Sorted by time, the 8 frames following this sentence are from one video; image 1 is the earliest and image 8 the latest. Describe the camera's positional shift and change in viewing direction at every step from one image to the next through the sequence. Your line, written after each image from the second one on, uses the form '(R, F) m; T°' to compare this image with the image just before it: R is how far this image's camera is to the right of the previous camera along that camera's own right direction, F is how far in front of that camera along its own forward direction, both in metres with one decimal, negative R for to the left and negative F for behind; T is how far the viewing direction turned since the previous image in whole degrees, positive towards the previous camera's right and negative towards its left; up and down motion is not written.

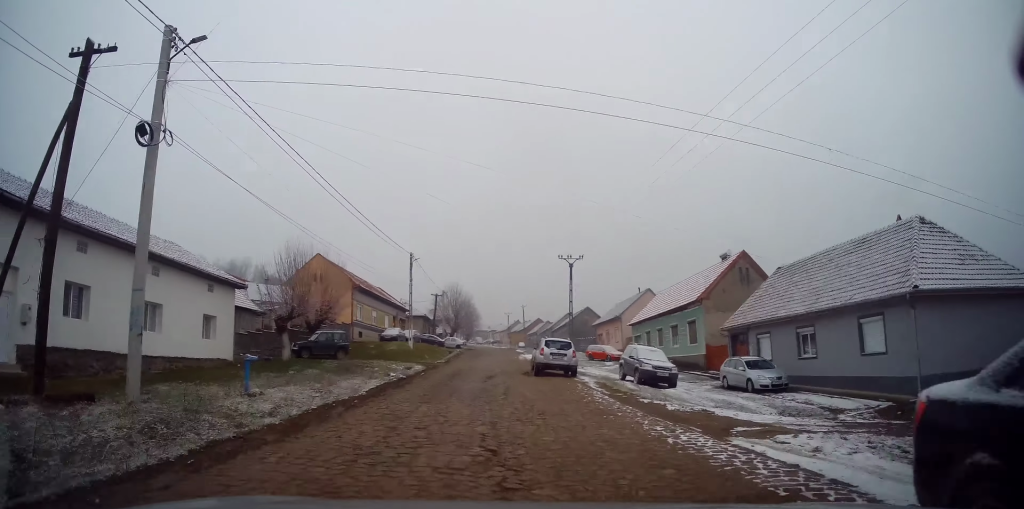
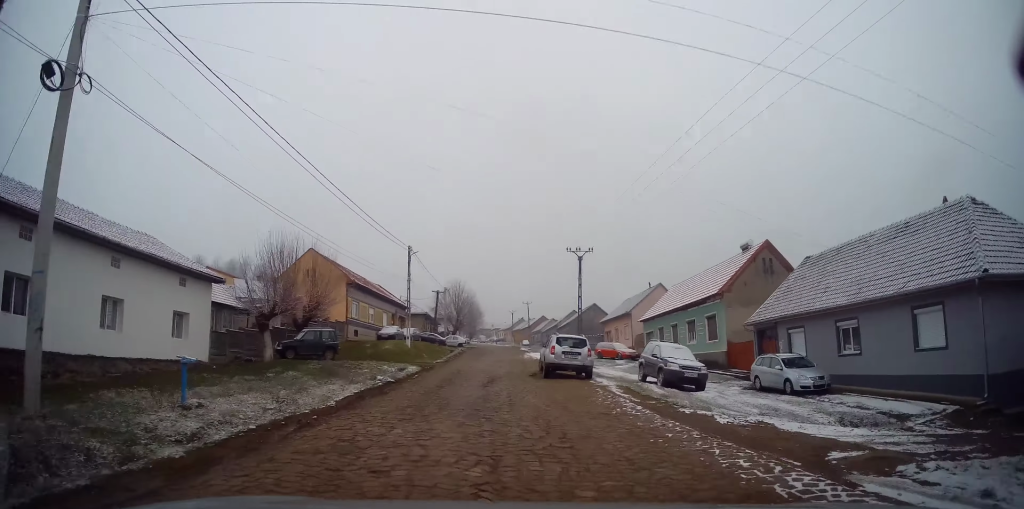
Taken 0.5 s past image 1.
(0.0, +3.1) m; 0°
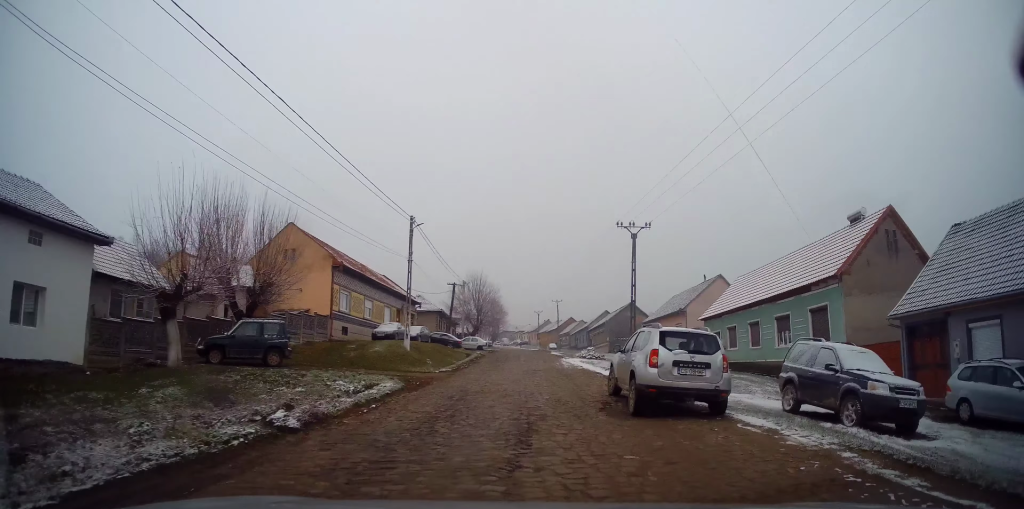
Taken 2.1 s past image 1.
(-0.2, +10.9) m; -3°
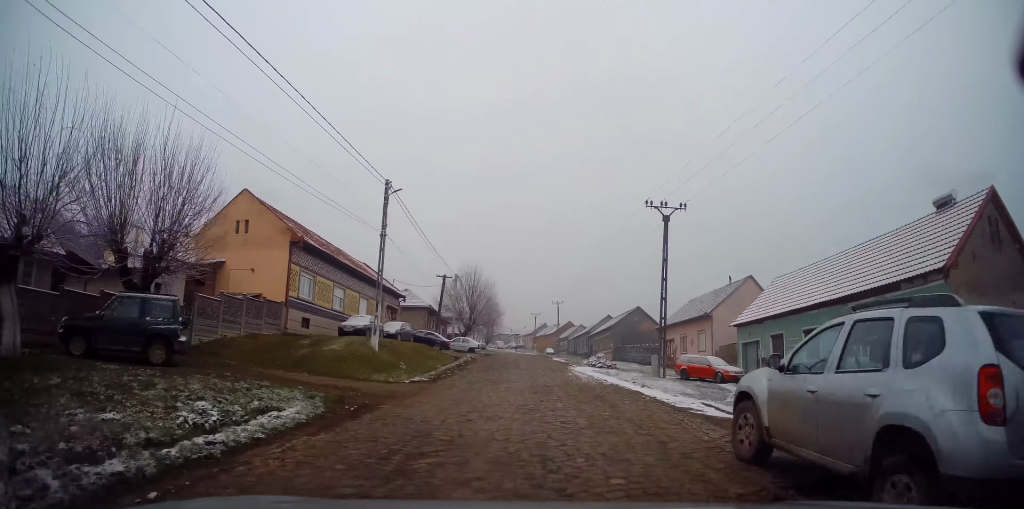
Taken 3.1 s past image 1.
(-0.1, +7.2) m; +5°
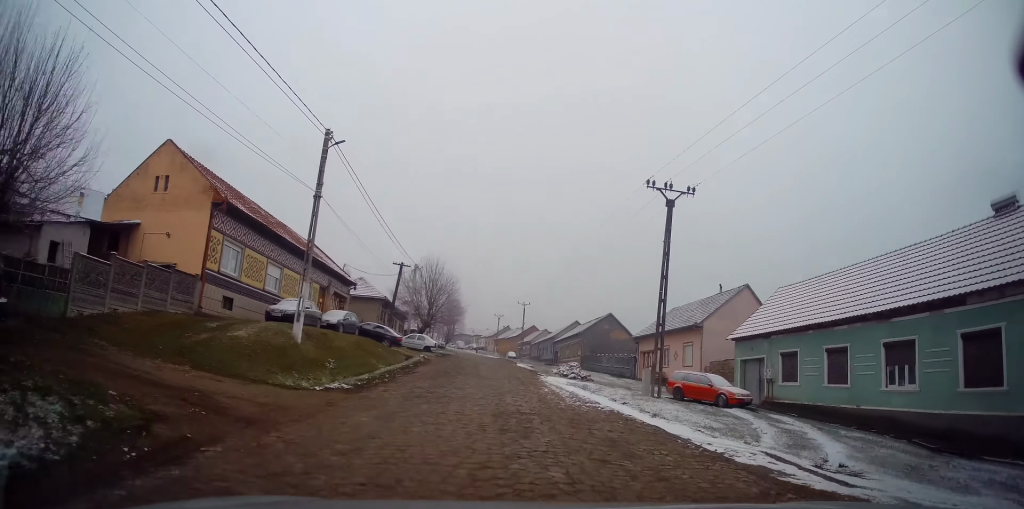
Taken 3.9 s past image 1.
(+0.7, +5.3) m; +3°
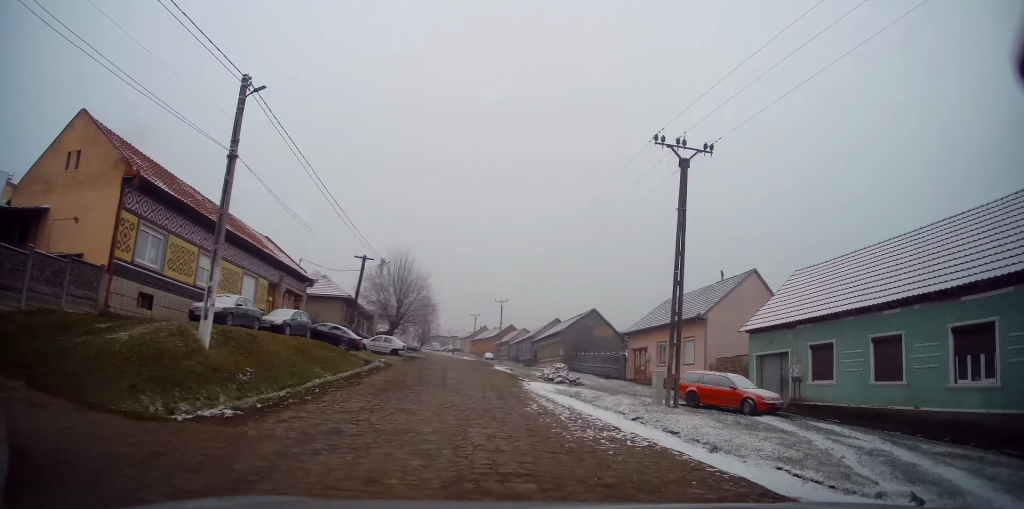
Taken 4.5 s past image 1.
(-0.3, +4.8) m; -2°
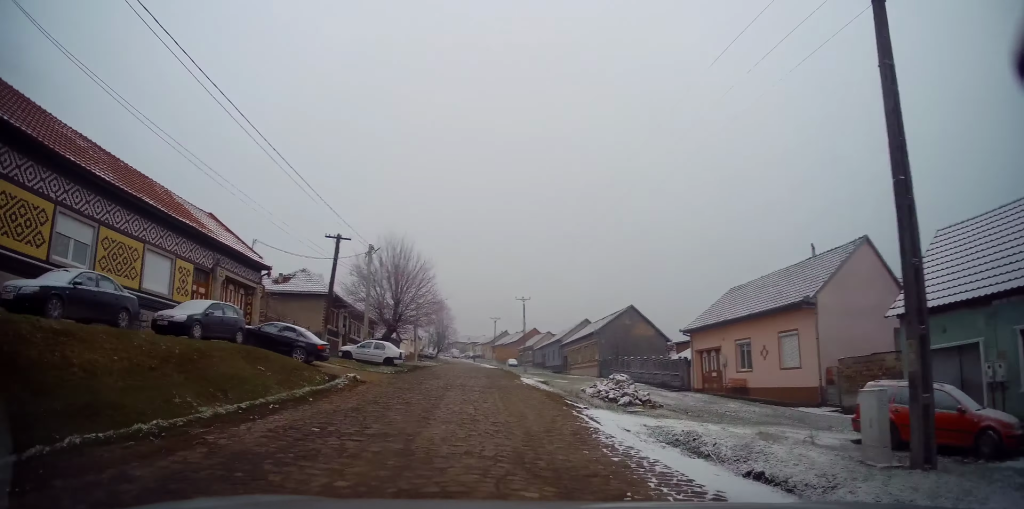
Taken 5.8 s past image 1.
(-0.3, +10.1) m; -1°
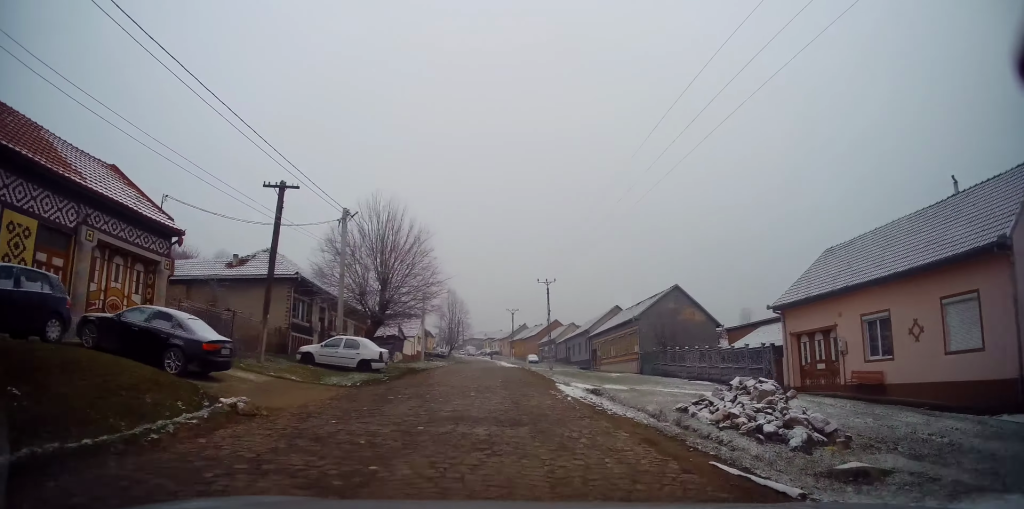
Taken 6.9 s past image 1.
(+0.1, +10.1) m; +1°
